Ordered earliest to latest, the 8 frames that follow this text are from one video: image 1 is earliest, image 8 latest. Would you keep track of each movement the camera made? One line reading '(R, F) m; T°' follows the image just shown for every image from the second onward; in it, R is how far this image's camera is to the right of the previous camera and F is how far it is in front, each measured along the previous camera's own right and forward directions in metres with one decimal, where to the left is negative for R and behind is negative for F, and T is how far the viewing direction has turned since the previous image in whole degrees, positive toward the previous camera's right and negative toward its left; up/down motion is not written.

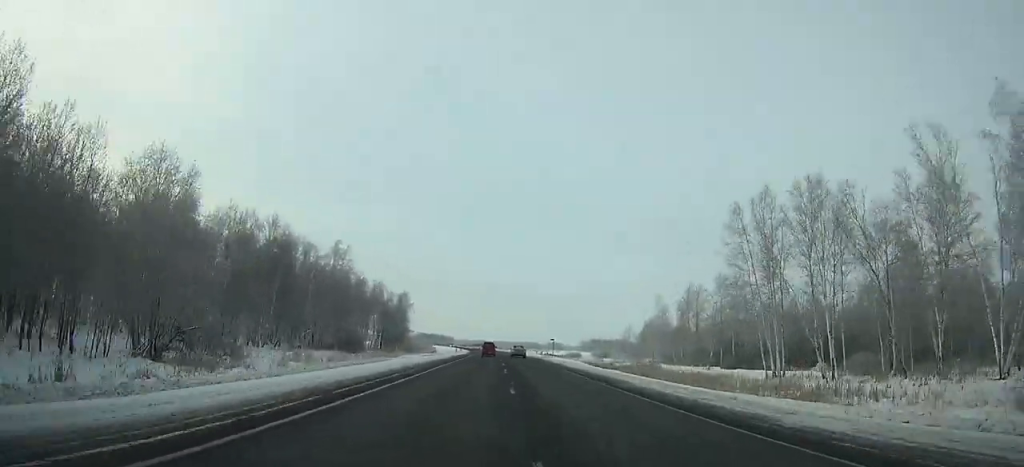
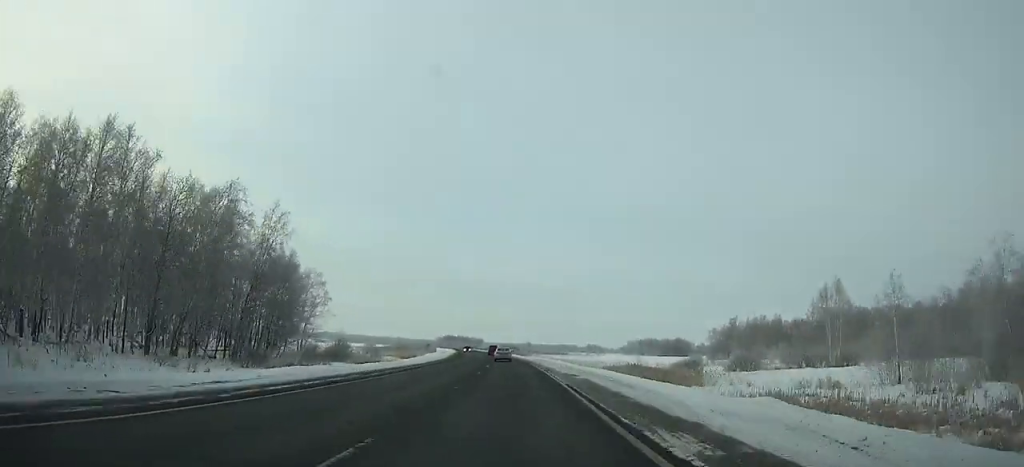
(-2.1, +92.9) m; -4°
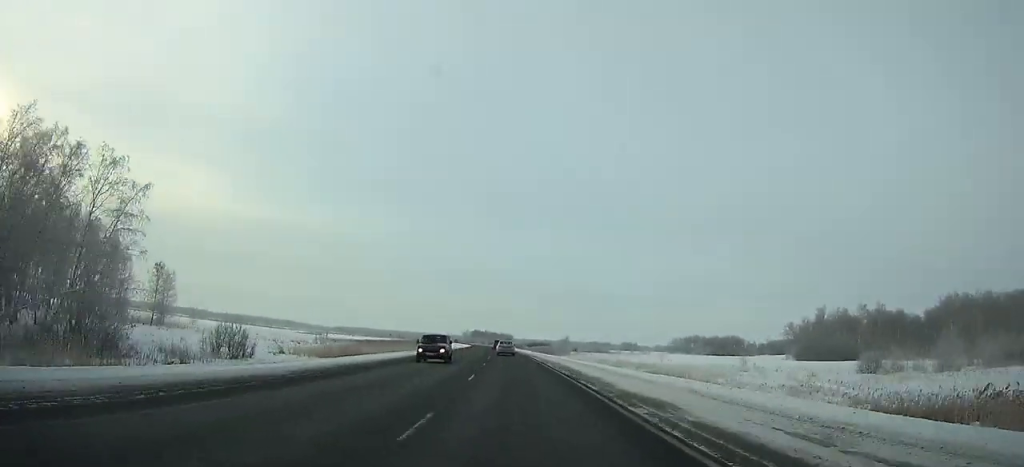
(-1.7, +58.3) m; -2°
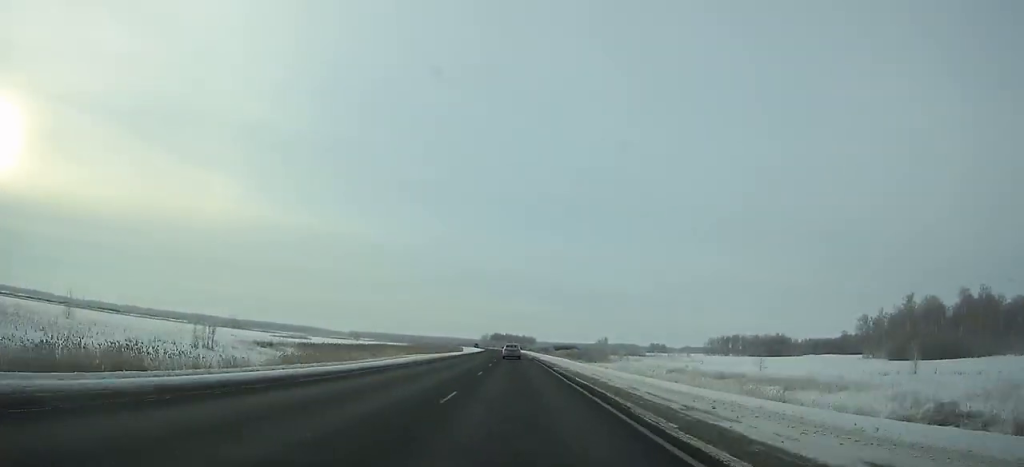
(-0.5, +43.2) m; -1°
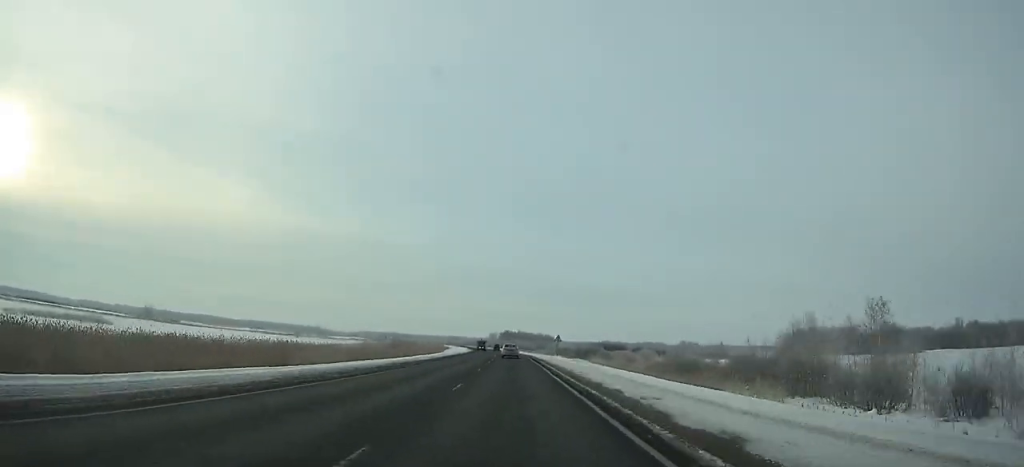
(-2.1, +117.9) m; -2°
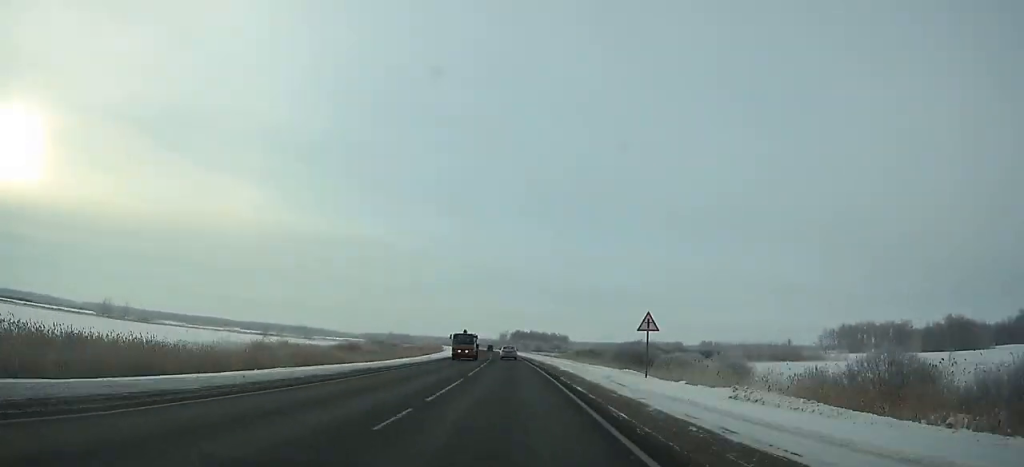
(-0.4, +44.1) m; -1°
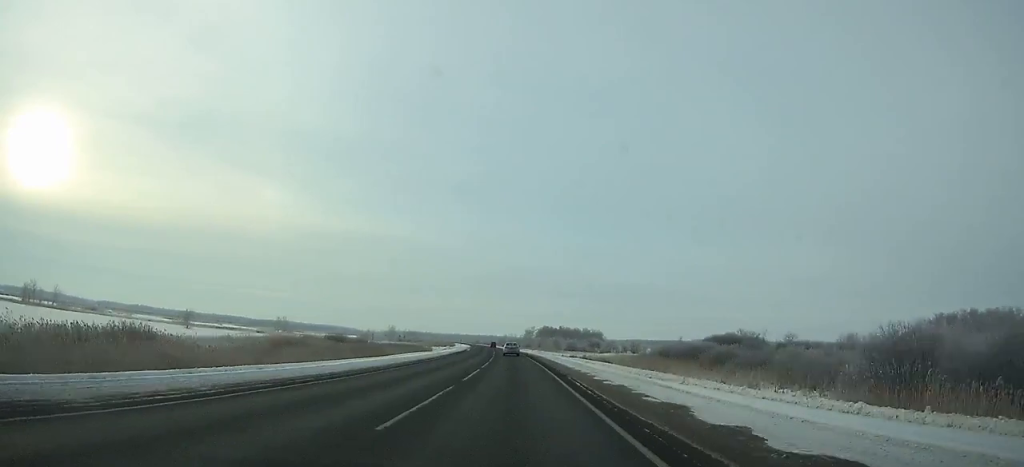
(-1.1, +65.4) m; -2°
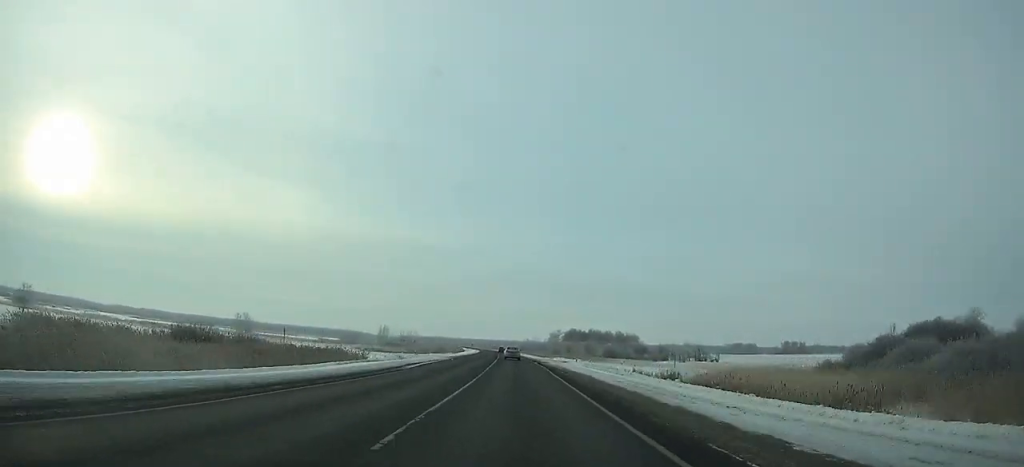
(-1.3, +60.9) m; -2°
